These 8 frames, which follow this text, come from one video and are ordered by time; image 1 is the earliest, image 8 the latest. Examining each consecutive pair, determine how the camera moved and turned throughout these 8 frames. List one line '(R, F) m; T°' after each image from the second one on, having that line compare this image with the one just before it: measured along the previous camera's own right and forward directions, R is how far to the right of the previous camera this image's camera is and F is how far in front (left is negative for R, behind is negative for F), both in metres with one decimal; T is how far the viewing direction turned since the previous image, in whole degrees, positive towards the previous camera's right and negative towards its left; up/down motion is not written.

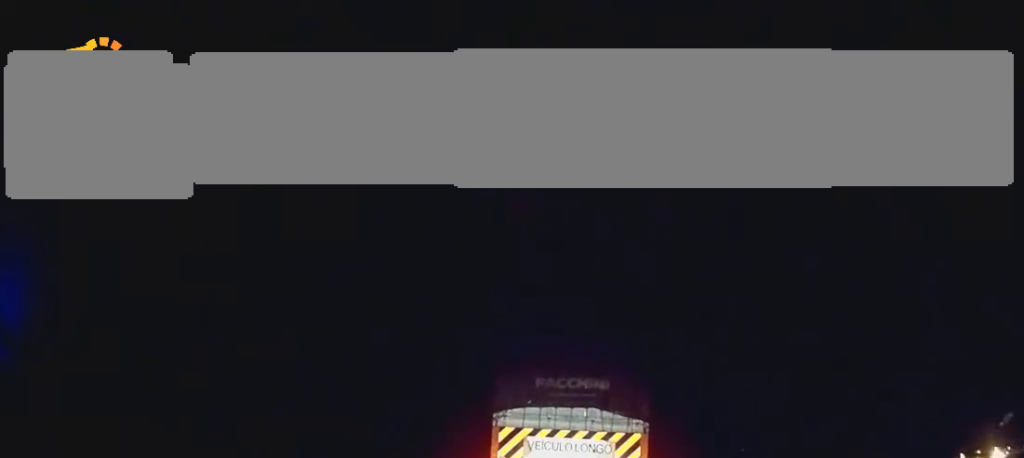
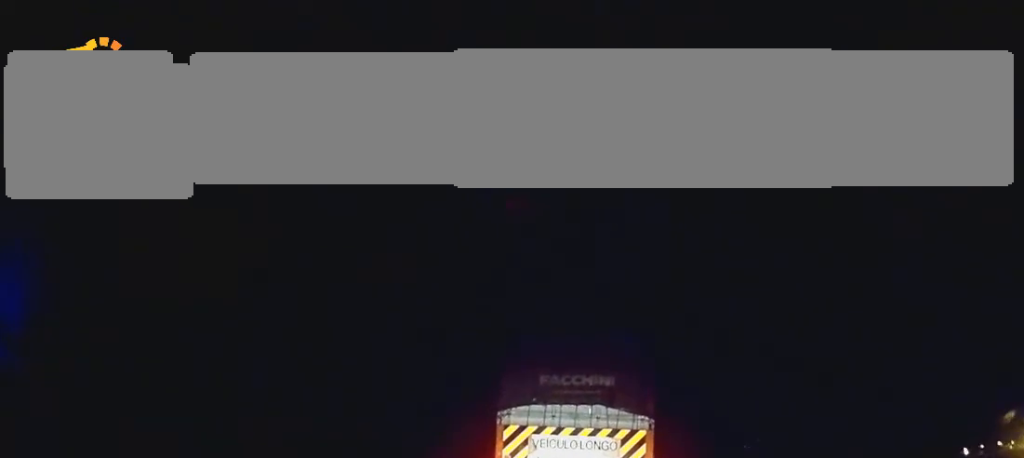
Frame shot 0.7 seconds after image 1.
(0.0, +10.0) m; 0°
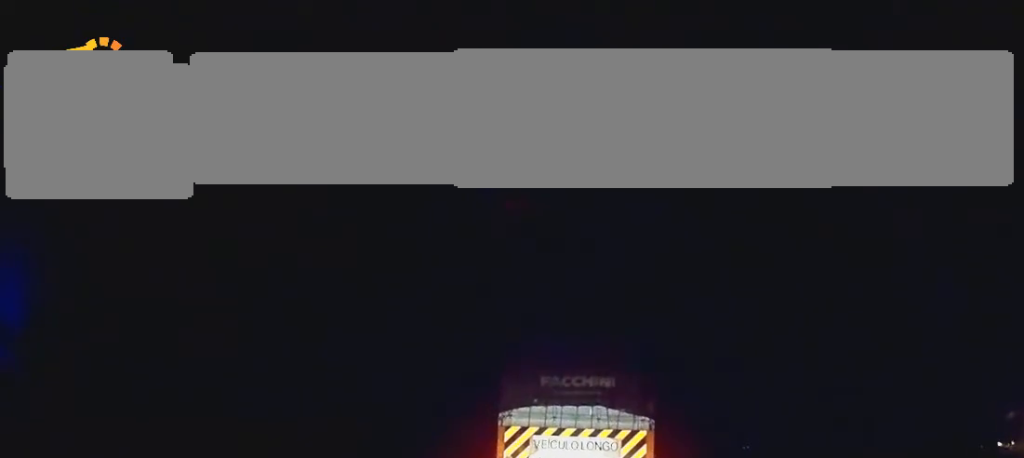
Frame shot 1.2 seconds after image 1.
(0.0, +6.6) m; 0°
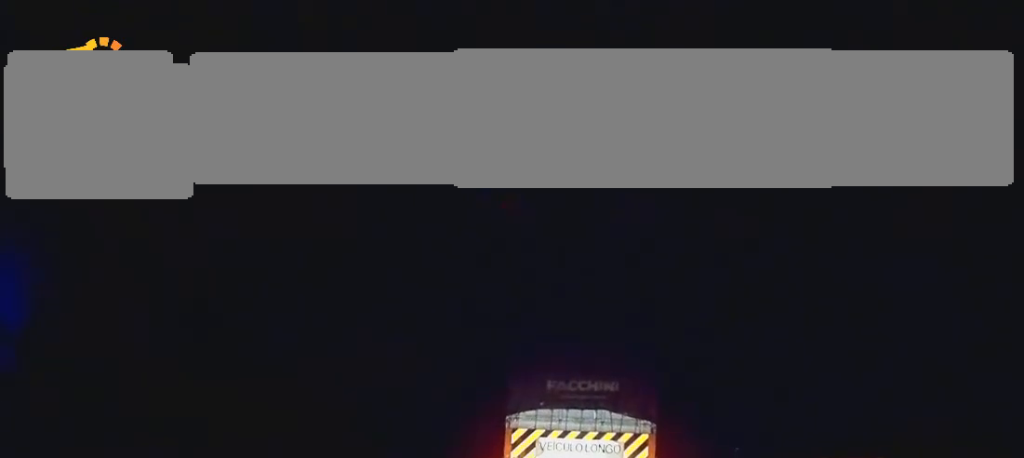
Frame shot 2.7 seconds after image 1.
(+0.1, +22.1) m; 0°
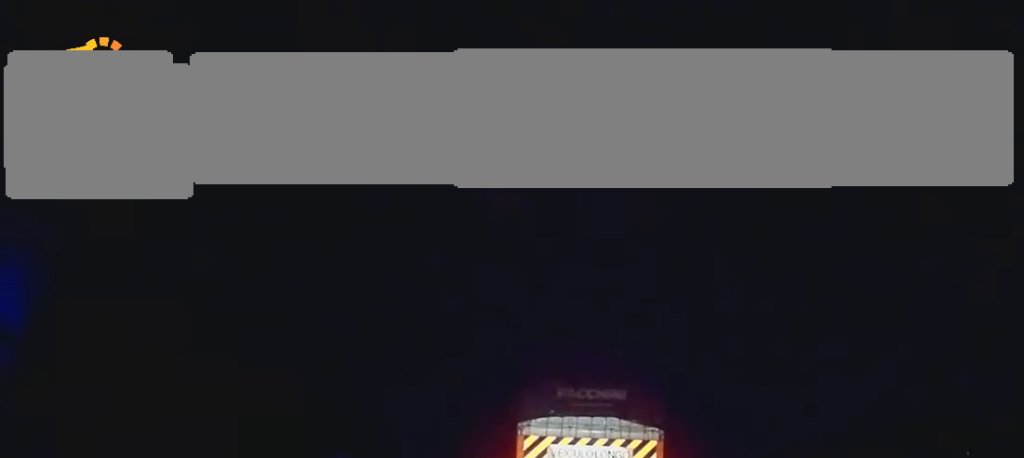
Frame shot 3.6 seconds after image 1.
(0.0, +11.8) m; 0°
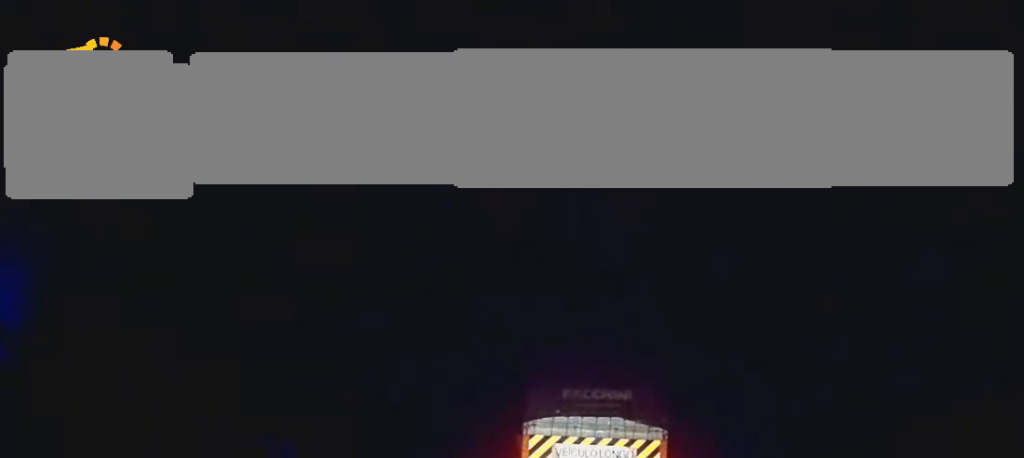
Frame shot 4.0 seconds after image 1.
(0.0, +6.3) m; 0°
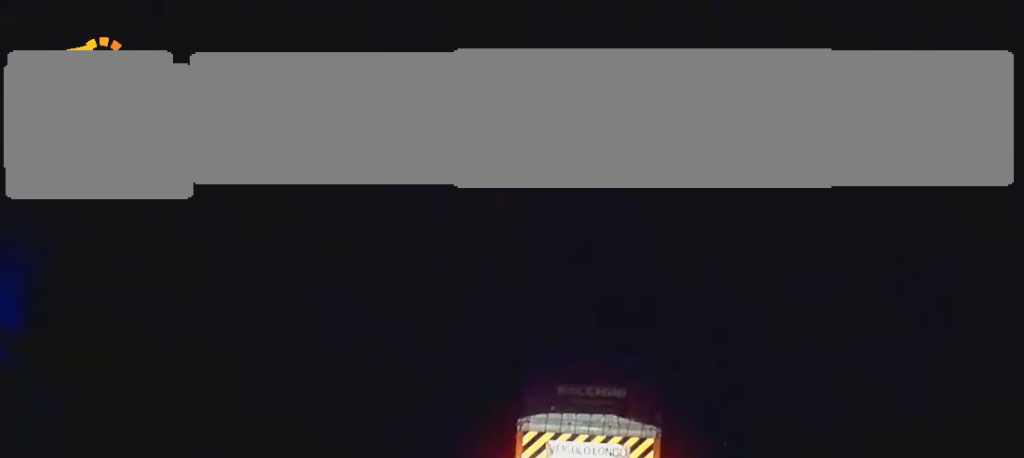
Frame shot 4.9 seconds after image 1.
(0.0, +12.8) m; +1°
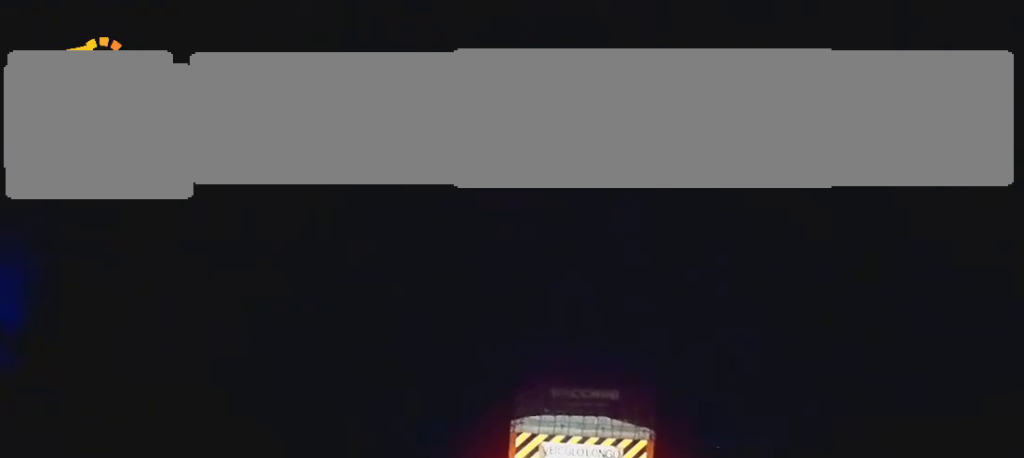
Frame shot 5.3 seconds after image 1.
(0.0, +6.5) m; +1°
